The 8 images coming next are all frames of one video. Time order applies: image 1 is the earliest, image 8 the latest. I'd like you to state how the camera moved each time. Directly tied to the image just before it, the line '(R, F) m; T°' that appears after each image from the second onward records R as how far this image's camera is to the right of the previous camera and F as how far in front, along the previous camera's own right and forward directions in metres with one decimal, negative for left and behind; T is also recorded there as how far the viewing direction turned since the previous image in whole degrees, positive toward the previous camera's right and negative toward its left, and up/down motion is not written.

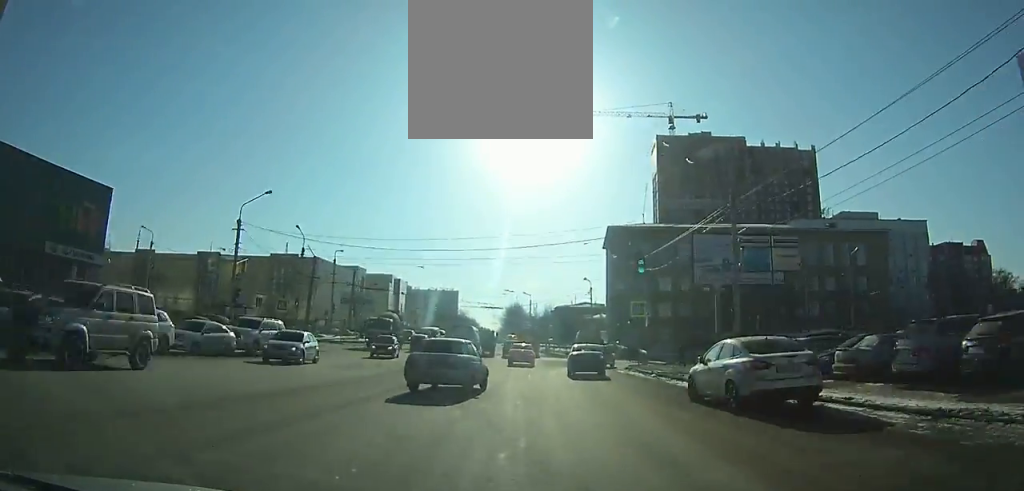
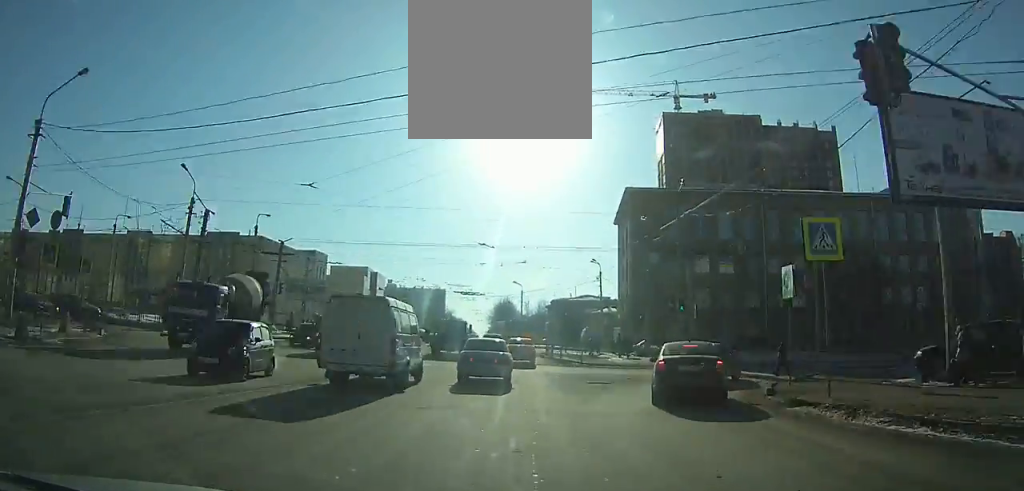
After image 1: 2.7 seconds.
(+0.2, +21.9) m; +1°
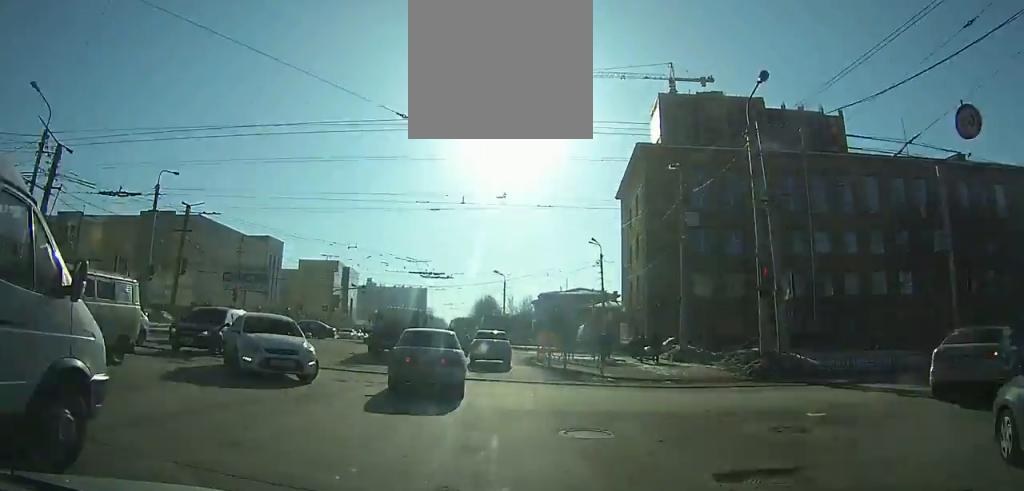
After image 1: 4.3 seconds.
(+0.4, +12.0) m; -1°
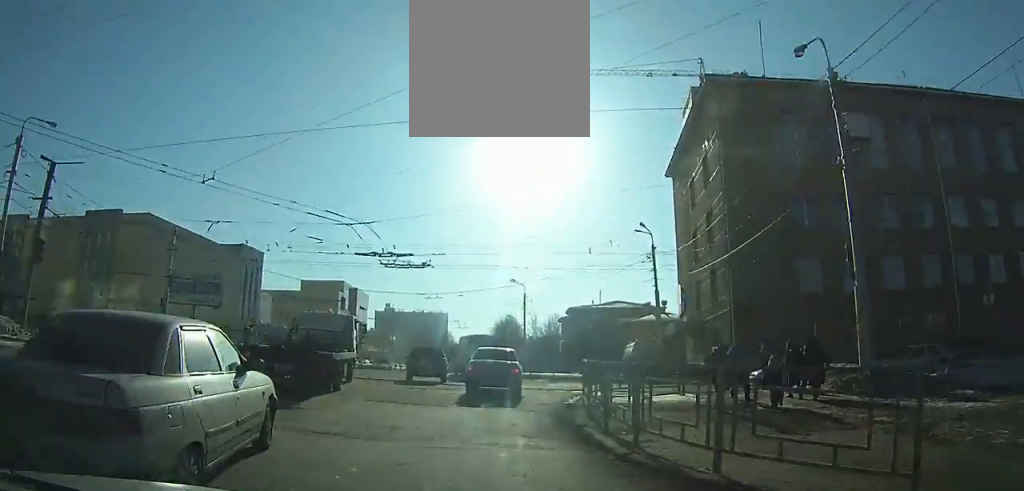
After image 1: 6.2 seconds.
(-0.1, +14.0) m; -2°
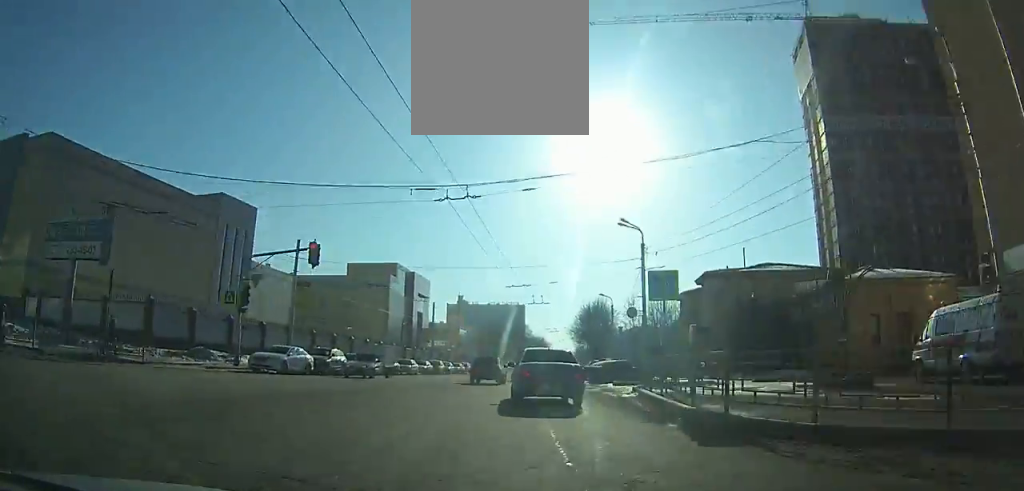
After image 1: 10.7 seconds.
(-2.5, +33.8) m; -5°
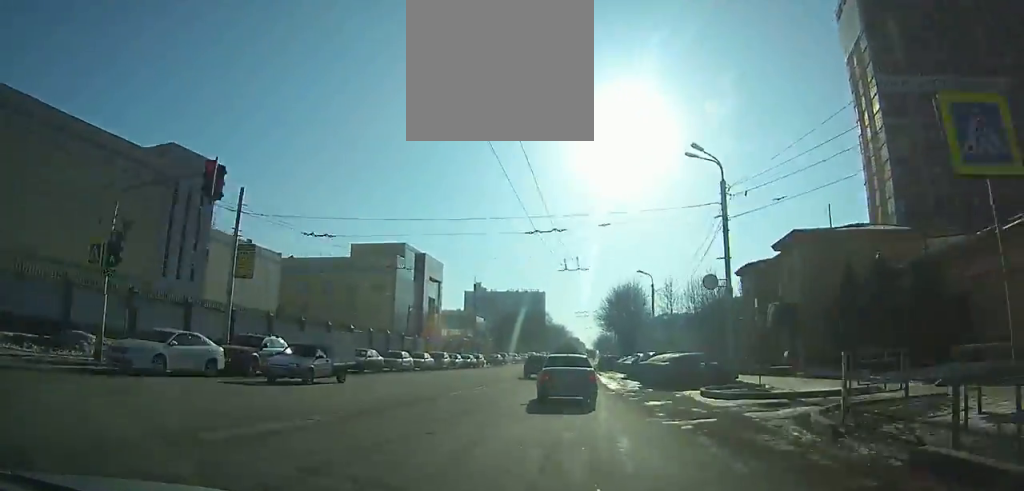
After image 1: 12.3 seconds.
(0.0, +13.8) m; +1°
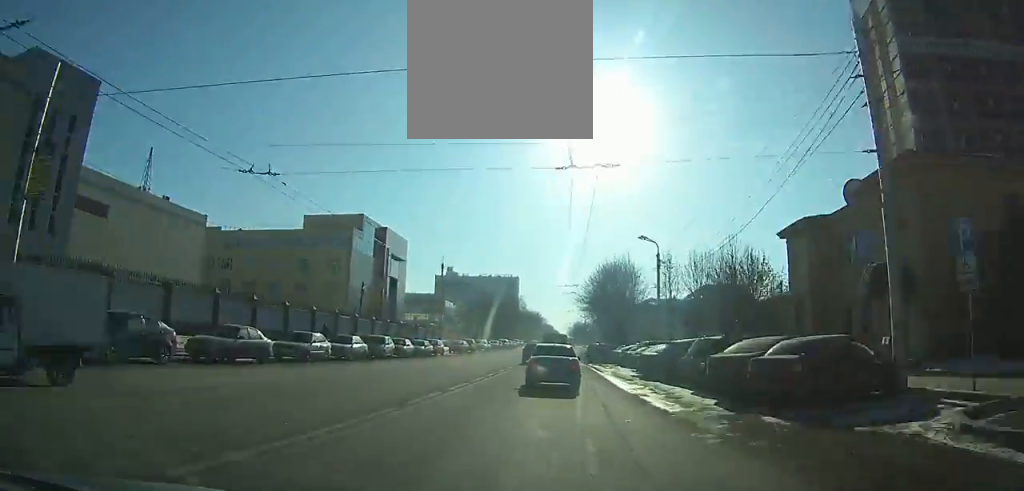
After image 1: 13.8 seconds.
(0.0, +13.8) m; +1°
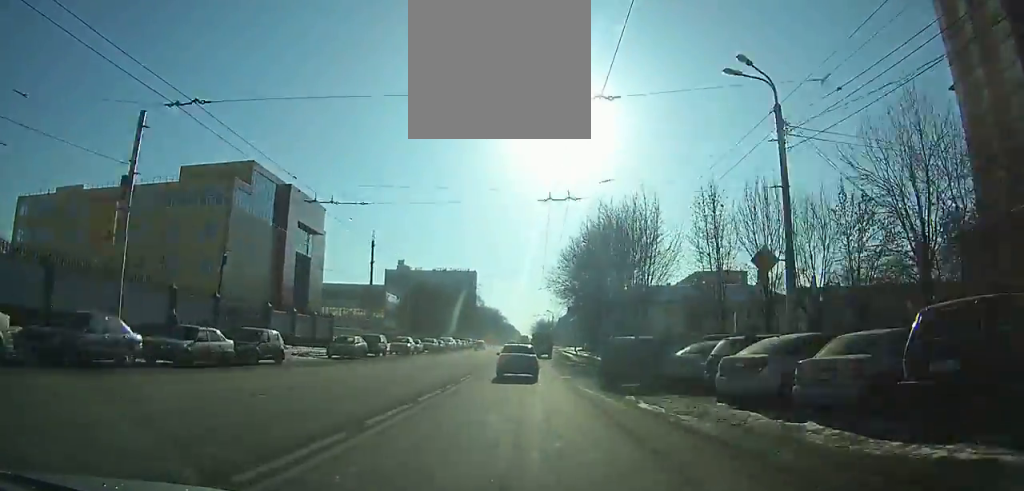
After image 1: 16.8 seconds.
(+0.8, +31.5) m; +2°
